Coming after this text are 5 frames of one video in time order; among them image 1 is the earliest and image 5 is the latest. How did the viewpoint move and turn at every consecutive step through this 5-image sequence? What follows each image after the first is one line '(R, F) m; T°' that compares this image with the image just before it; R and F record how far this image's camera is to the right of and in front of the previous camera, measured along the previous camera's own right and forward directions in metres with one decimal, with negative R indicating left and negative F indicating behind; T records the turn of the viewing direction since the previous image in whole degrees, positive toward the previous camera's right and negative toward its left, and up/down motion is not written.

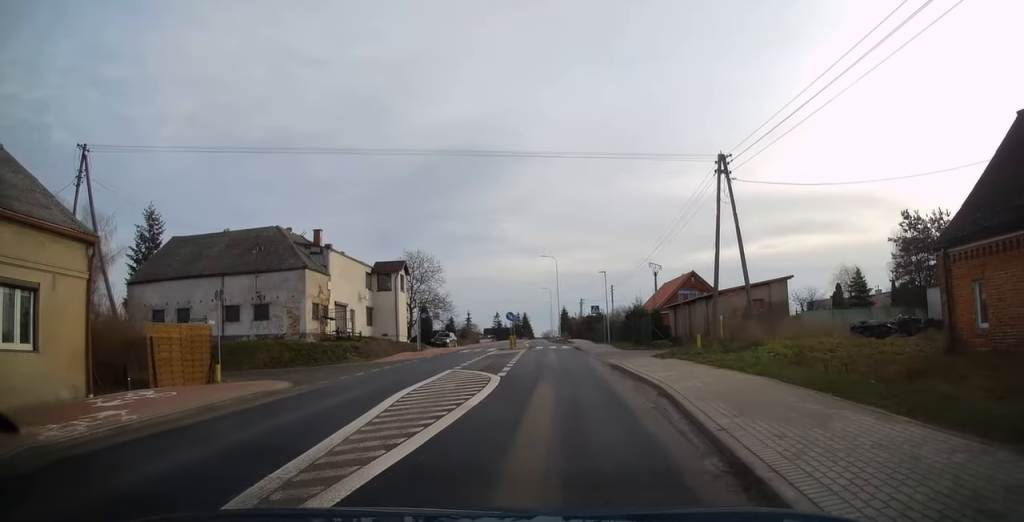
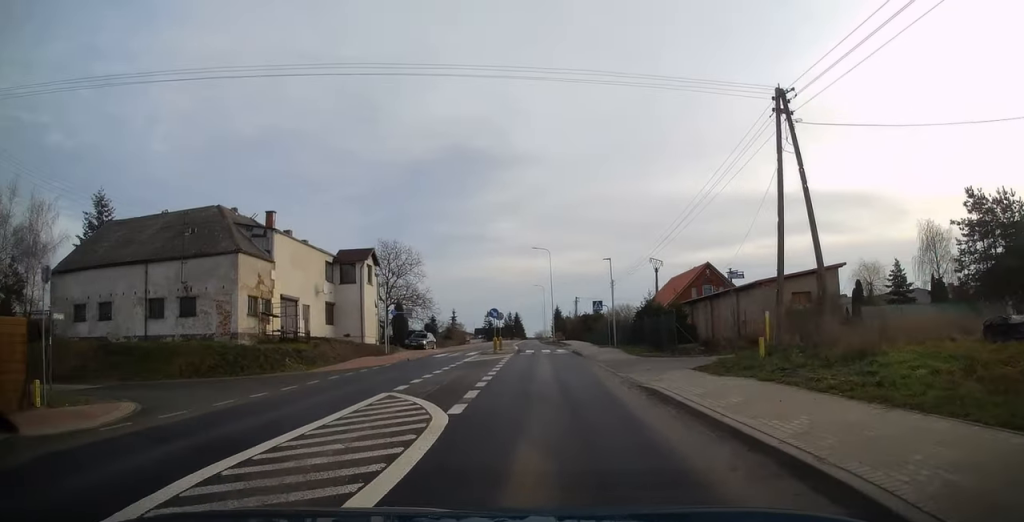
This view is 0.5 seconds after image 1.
(+0.2, +8.0) m; +2°
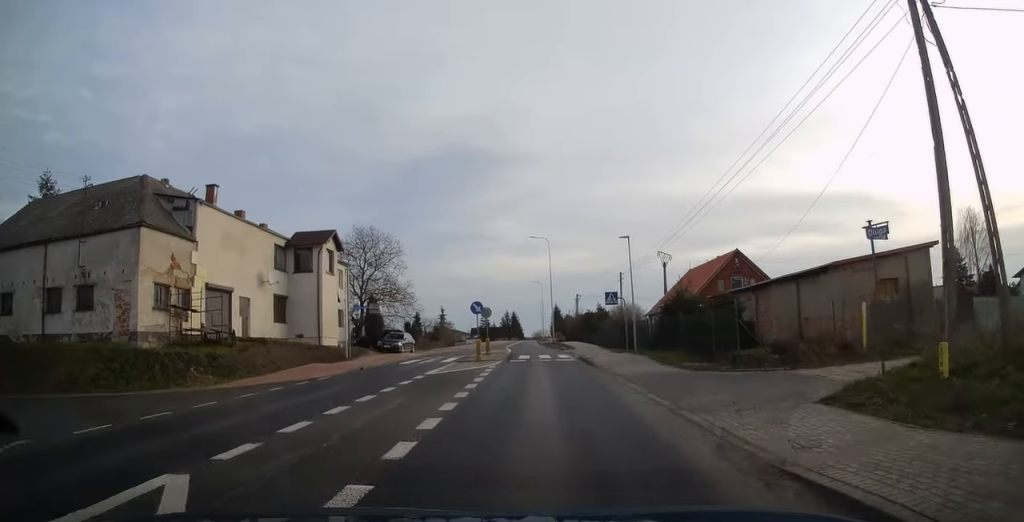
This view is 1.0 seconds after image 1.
(+0.3, +8.2) m; +2°
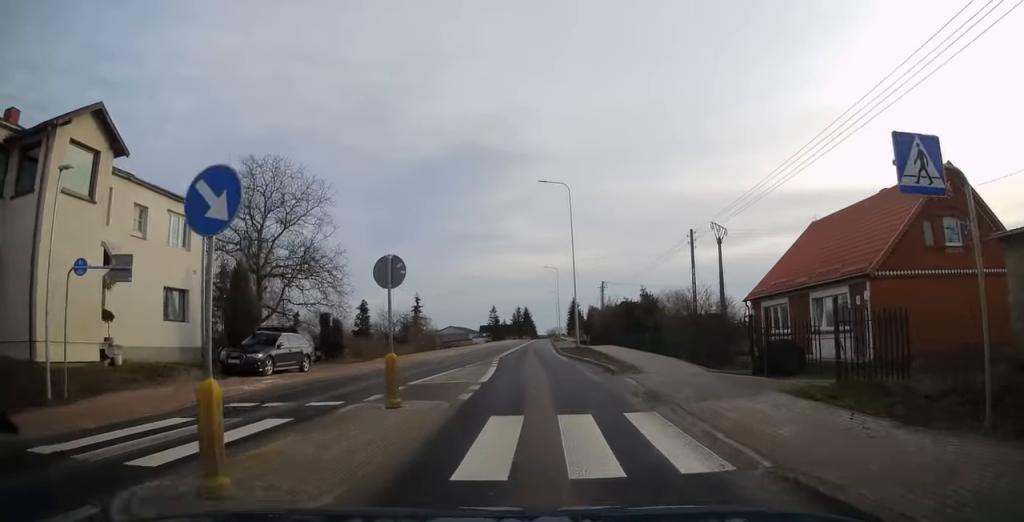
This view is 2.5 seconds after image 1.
(+0.2, +23.2) m; 0°
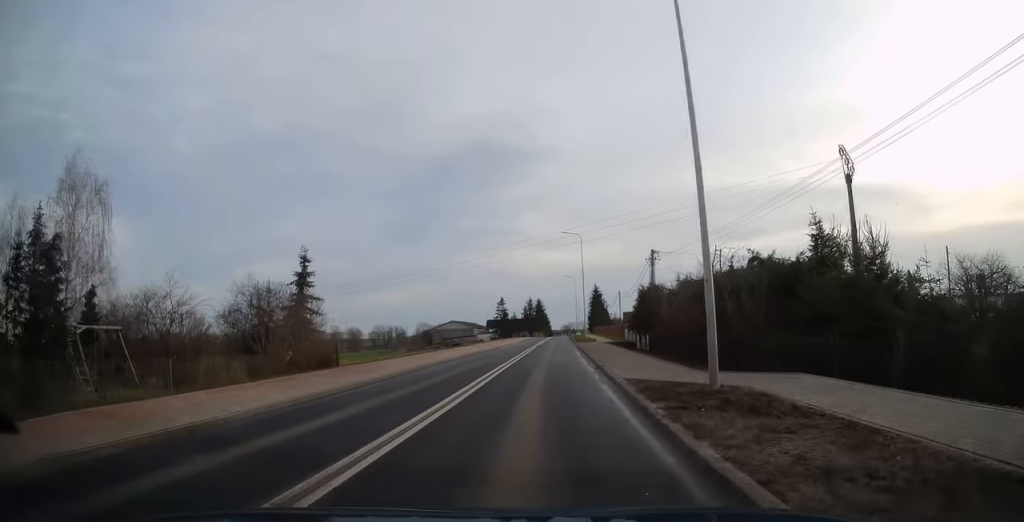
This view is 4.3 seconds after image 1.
(-0.7, +29.4) m; -3°
